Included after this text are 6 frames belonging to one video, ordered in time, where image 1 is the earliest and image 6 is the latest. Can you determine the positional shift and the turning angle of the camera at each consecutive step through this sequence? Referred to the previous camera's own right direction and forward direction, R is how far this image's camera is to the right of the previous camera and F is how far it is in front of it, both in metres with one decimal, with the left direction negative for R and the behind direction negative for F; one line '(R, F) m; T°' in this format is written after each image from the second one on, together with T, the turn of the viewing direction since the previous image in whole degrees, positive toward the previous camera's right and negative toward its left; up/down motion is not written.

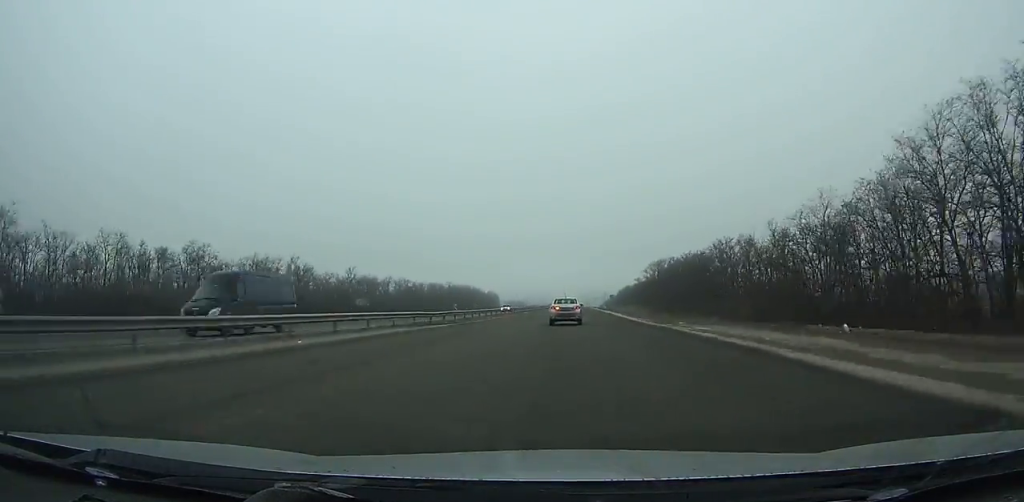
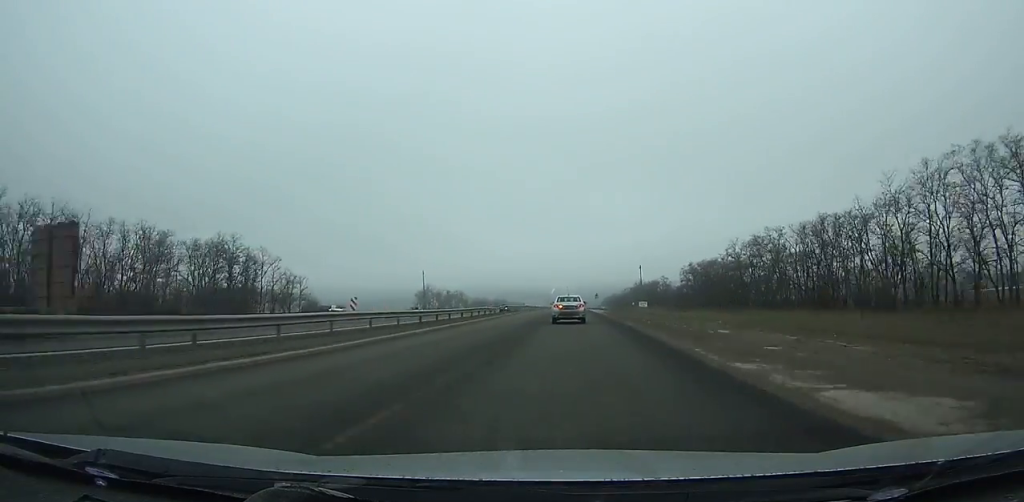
(+0.6, +264.8) m; +1°
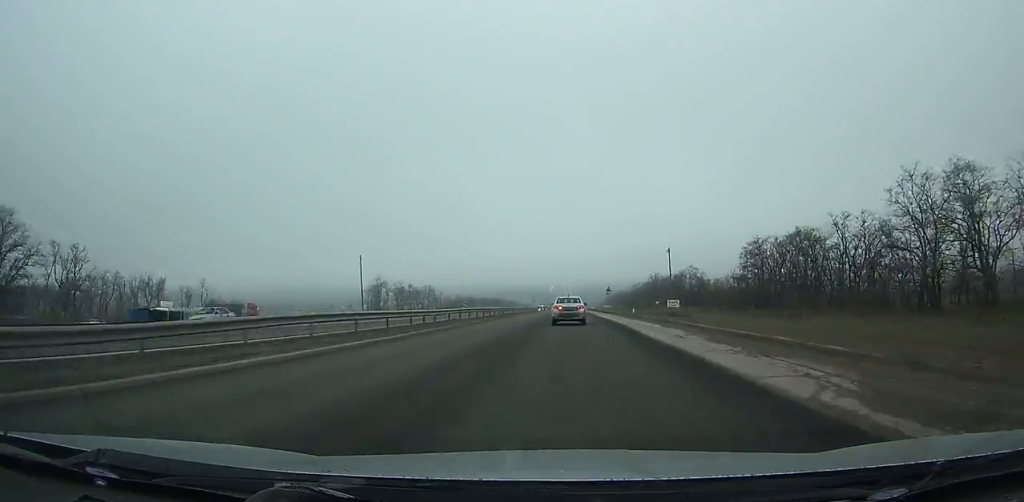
(+0.2, +53.5) m; 0°
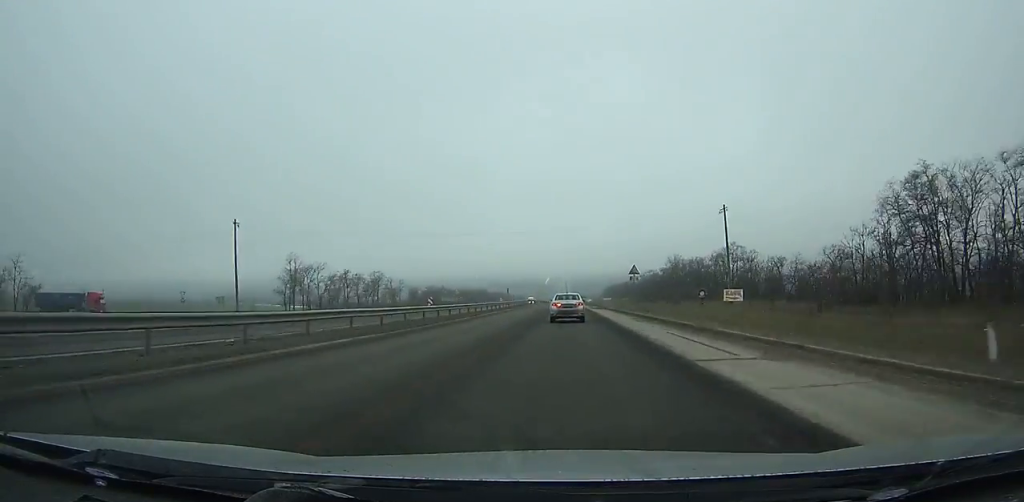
(+0.1, +47.6) m; 0°
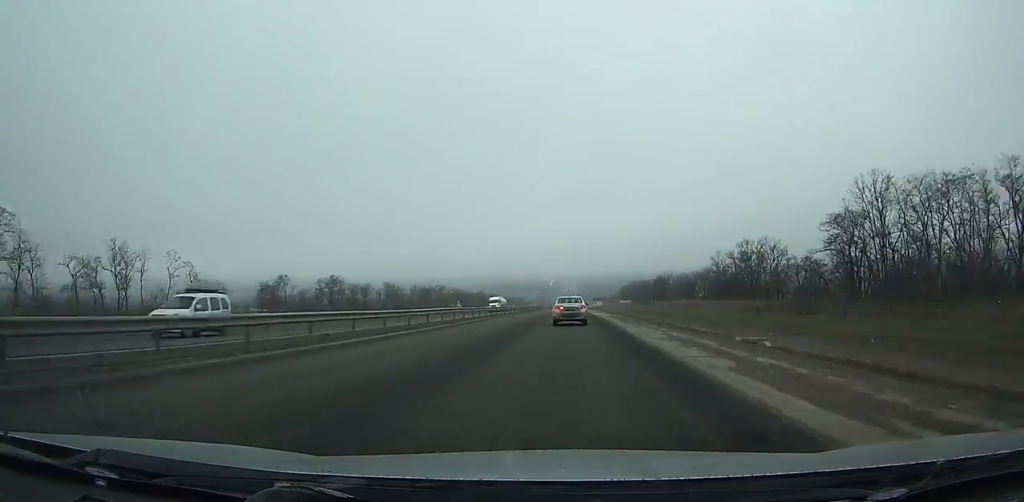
(-0.3, +112.7) m; 0°
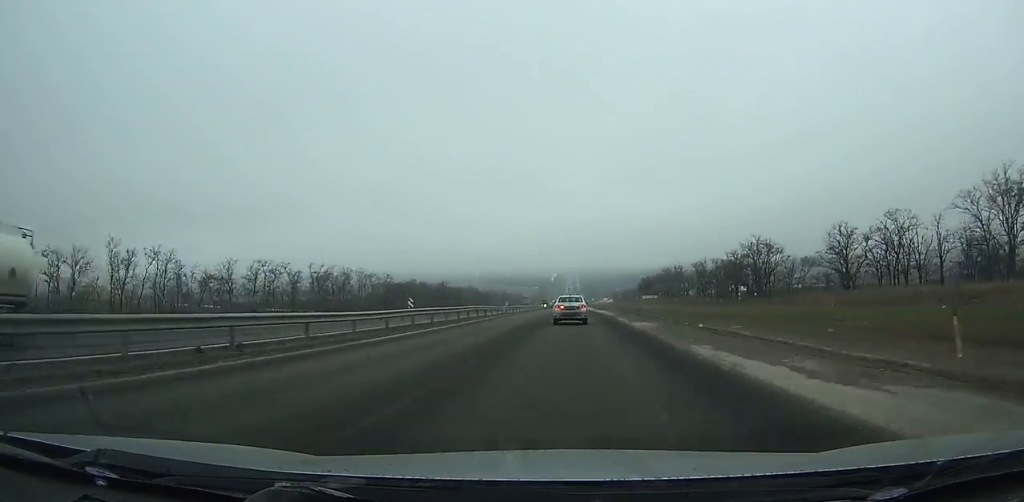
(-0.1, +97.5) m; 0°
